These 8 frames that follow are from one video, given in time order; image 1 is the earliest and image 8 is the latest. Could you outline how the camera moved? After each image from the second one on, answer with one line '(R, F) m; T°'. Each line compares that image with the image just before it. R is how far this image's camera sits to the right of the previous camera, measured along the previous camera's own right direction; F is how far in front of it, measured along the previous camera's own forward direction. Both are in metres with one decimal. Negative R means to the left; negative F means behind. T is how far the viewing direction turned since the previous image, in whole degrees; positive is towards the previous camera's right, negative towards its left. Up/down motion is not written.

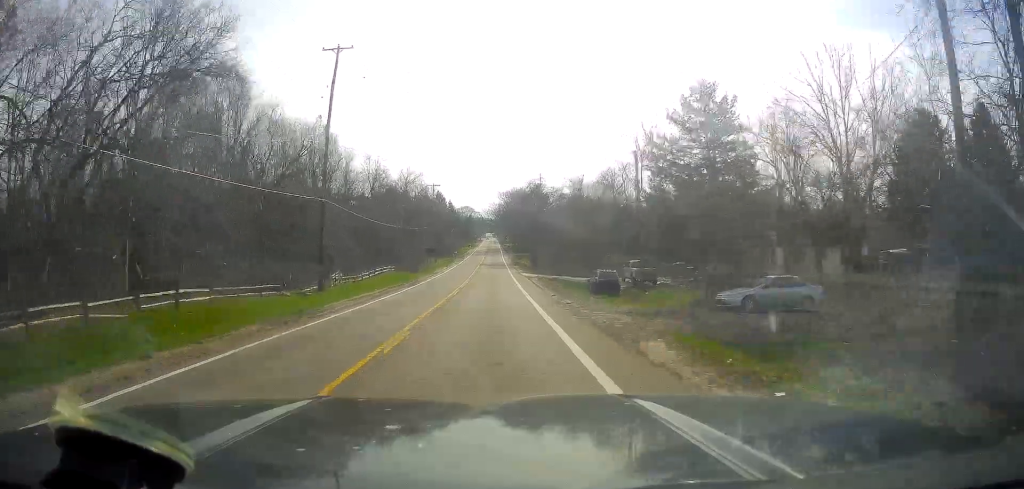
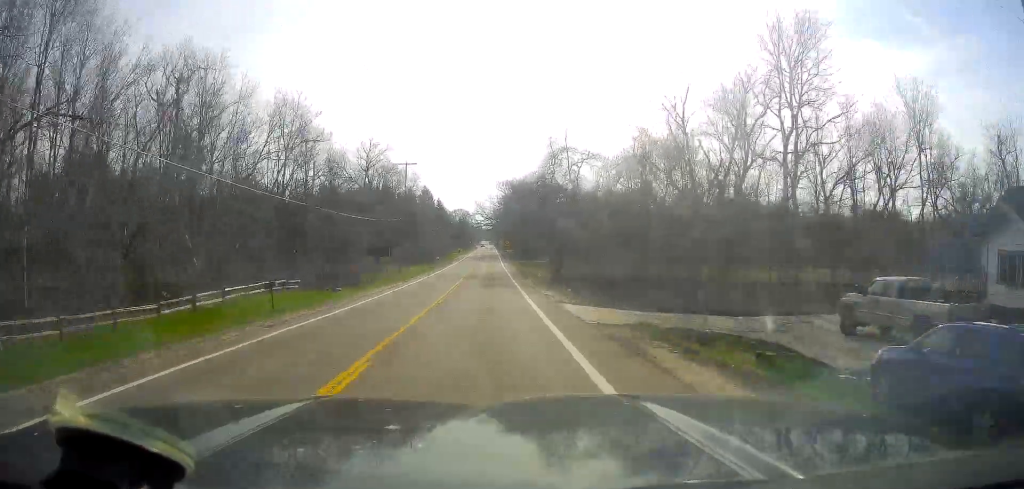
(-0.3, +33.9) m; -1°
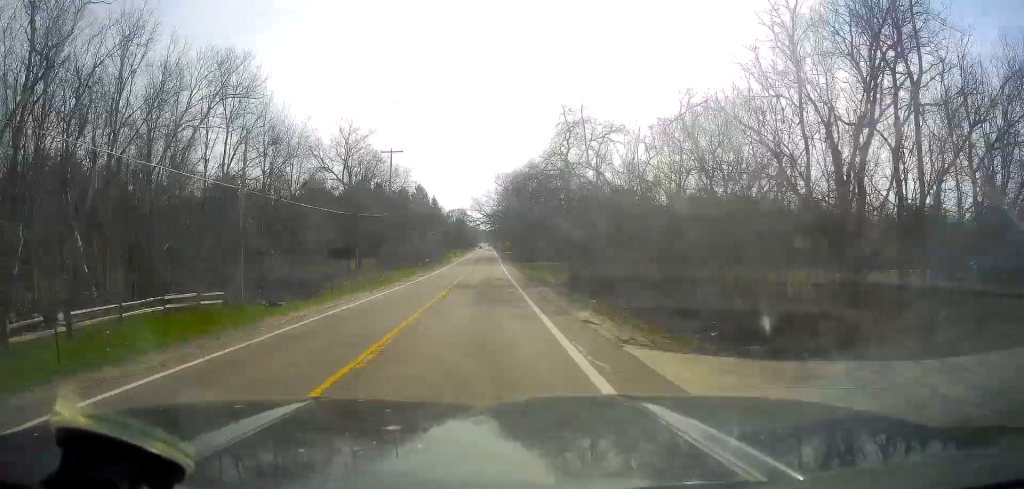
(0.0, +11.6) m; 0°
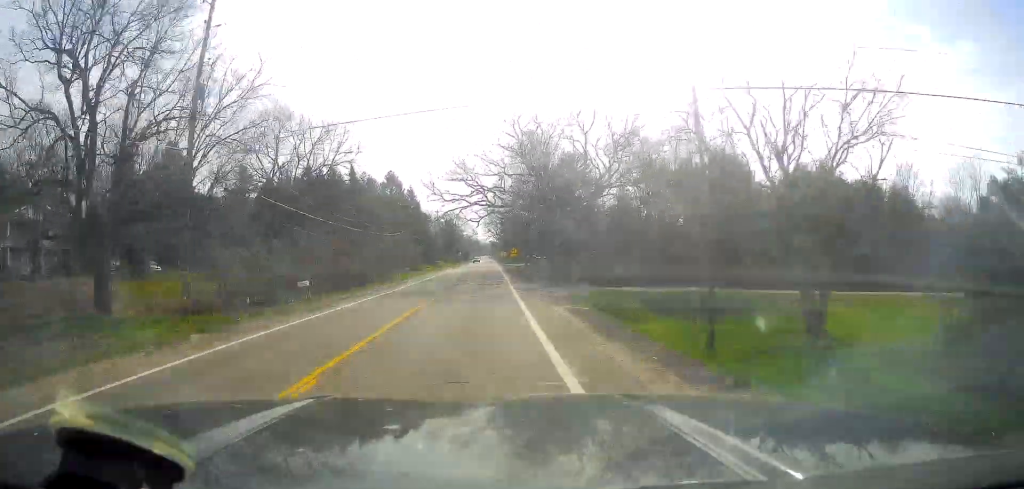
(+0.6, +51.2) m; +1°
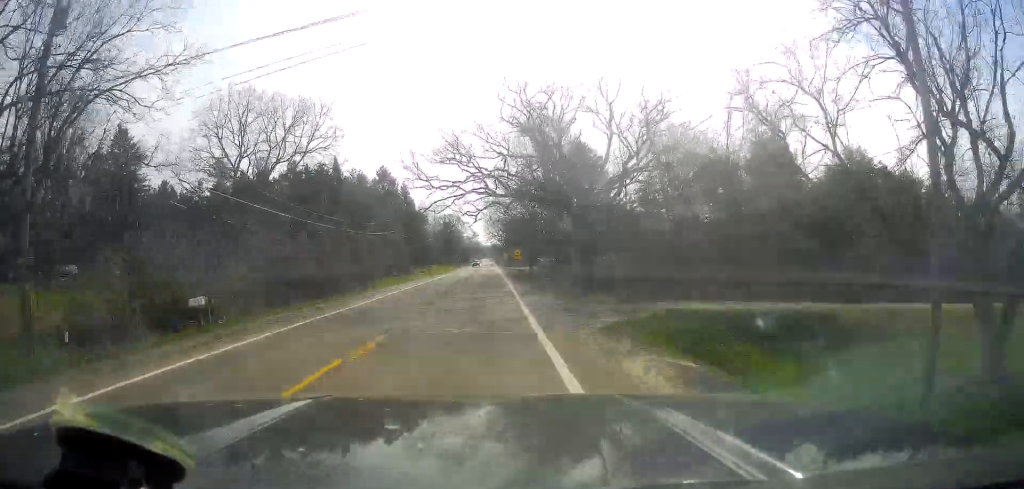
(+0.2, +10.7) m; 0°
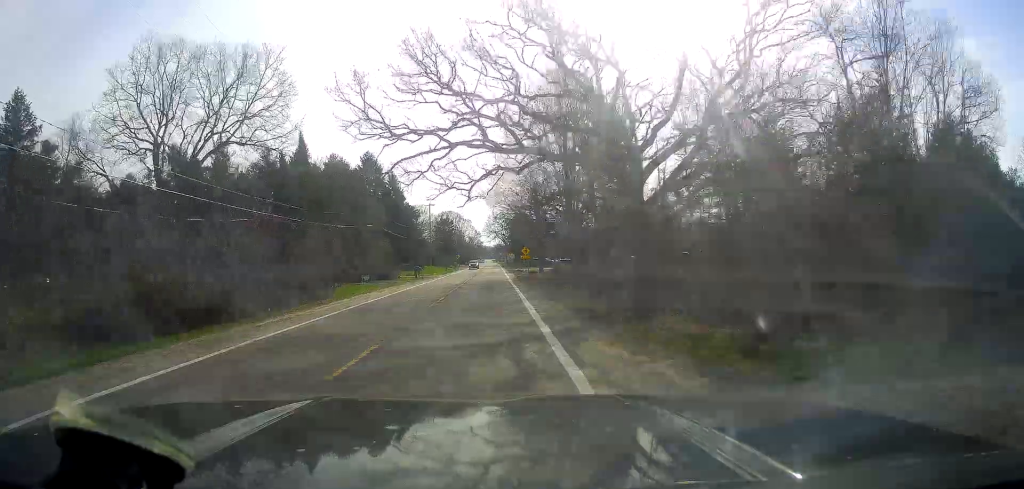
(-0.4, +16.4) m; -1°
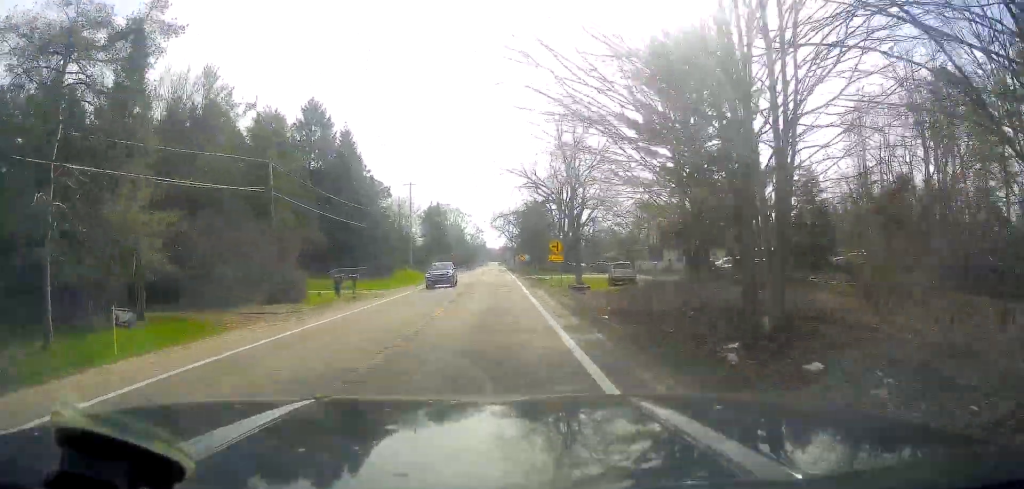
(-0.1, +35.6) m; +1°
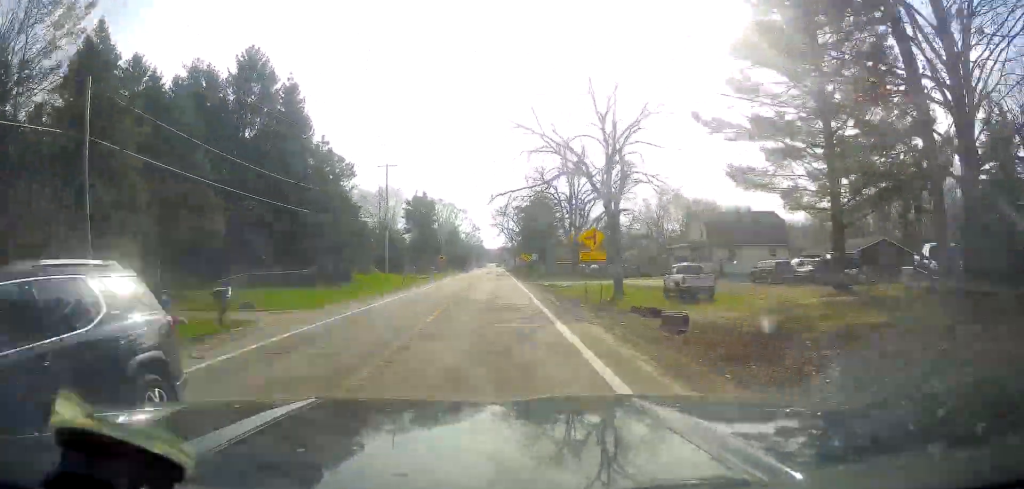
(+0.4, +18.0) m; +1°
